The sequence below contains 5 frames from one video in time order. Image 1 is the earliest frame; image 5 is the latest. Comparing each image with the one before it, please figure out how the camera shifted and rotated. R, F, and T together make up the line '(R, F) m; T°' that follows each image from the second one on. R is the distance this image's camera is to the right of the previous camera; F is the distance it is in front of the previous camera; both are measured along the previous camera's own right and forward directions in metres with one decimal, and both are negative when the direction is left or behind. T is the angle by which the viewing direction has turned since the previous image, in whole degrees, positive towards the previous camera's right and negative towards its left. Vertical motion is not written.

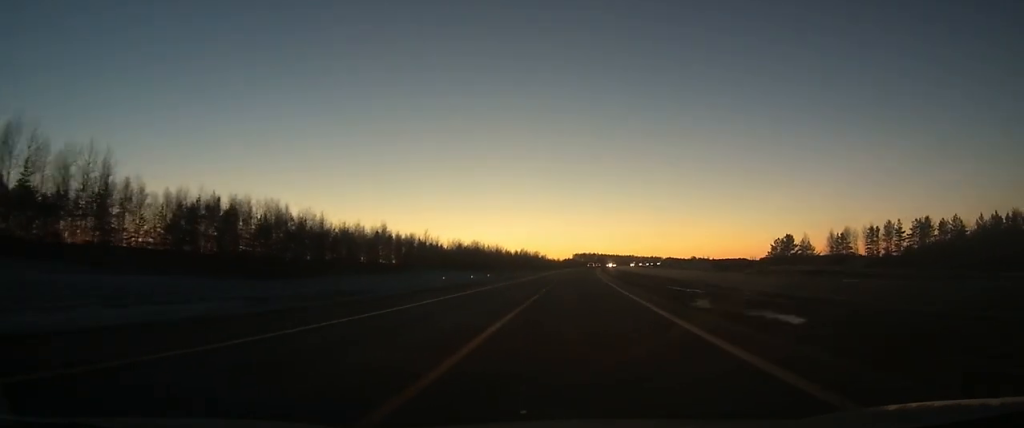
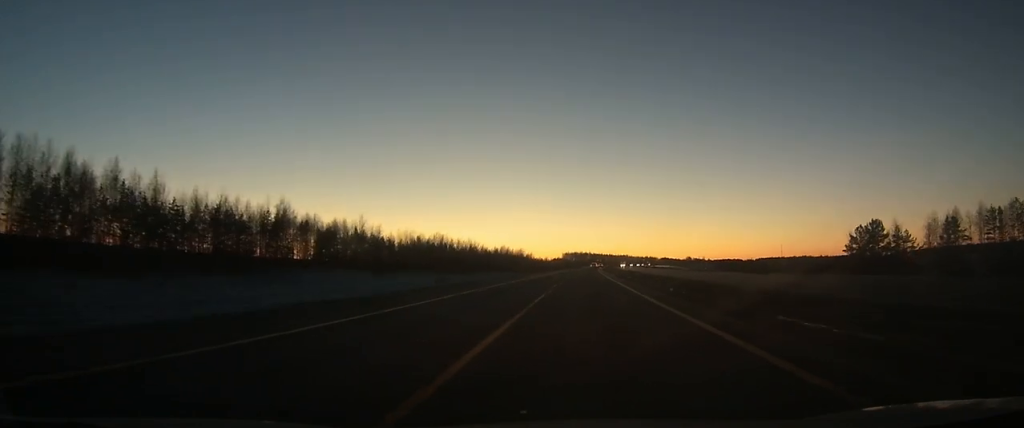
(+0.7, +61.7) m; +1°
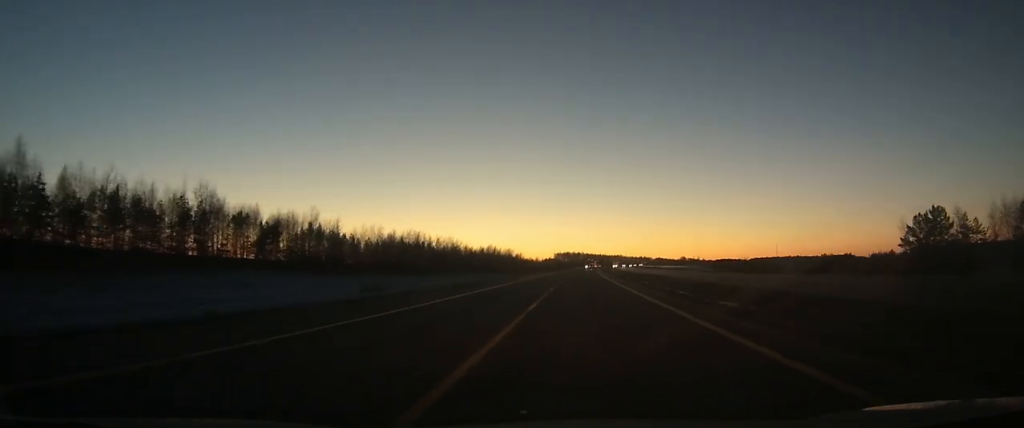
(+0.1, +27.0) m; +1°
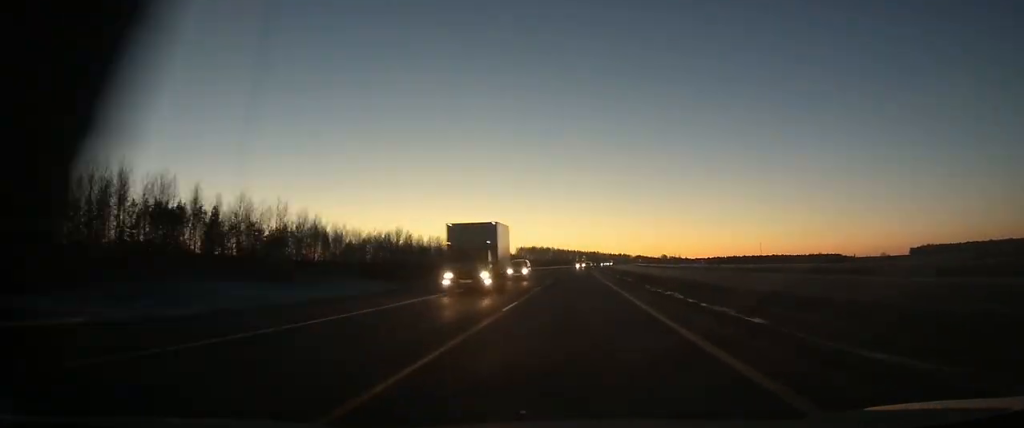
(+3.4, +132.2) m; +2°
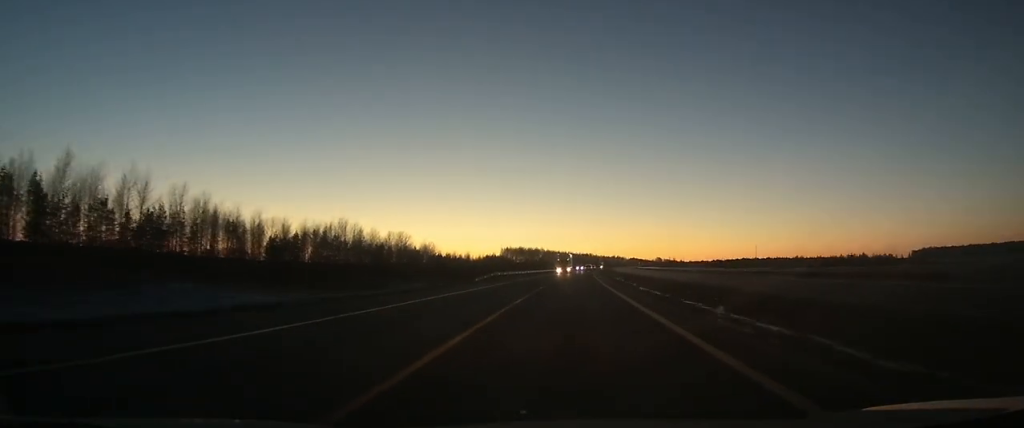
(+0.3, +44.6) m; +1°
